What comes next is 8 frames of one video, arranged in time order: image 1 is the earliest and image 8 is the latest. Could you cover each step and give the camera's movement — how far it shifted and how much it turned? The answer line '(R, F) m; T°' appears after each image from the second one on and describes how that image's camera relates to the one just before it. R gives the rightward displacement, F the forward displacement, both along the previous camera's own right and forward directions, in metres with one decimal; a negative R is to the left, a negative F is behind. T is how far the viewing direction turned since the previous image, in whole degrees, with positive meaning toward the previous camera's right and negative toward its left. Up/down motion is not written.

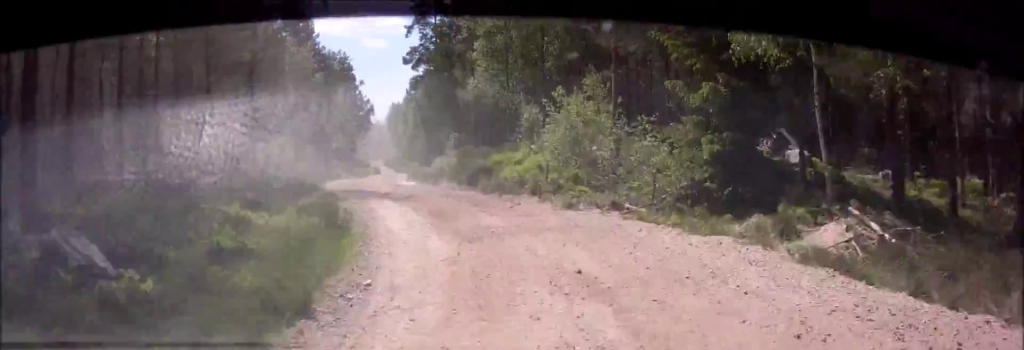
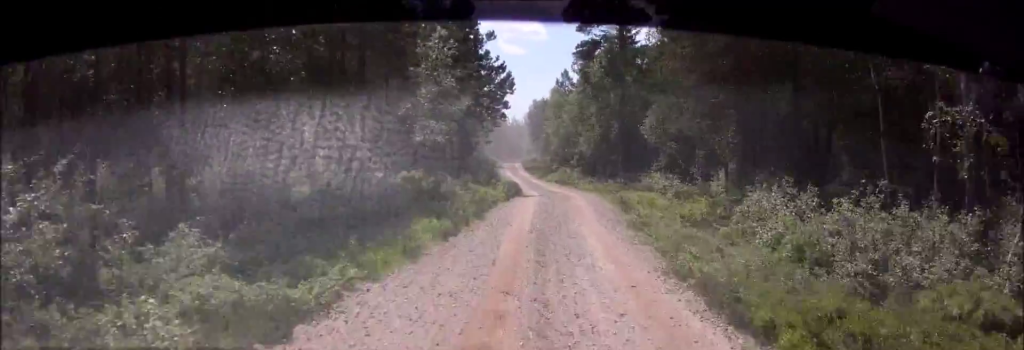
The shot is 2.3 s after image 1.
(-6.5, +39.5) m; -10°
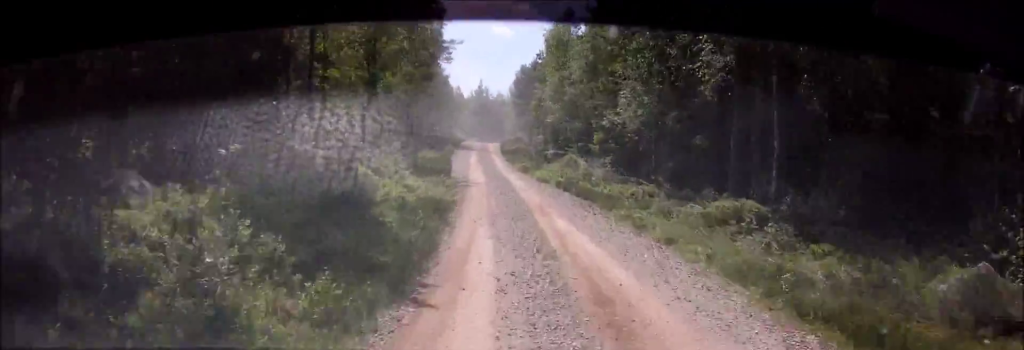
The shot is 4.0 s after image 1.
(+0.1, +37.5) m; -3°
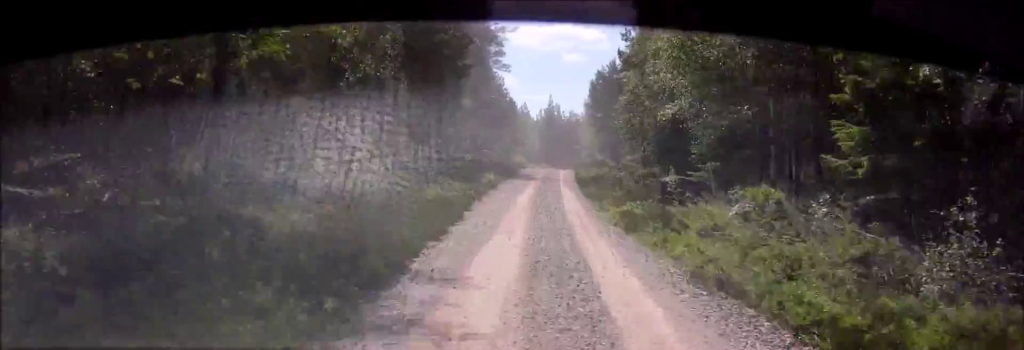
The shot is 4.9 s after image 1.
(-0.9, +23.0) m; -2°
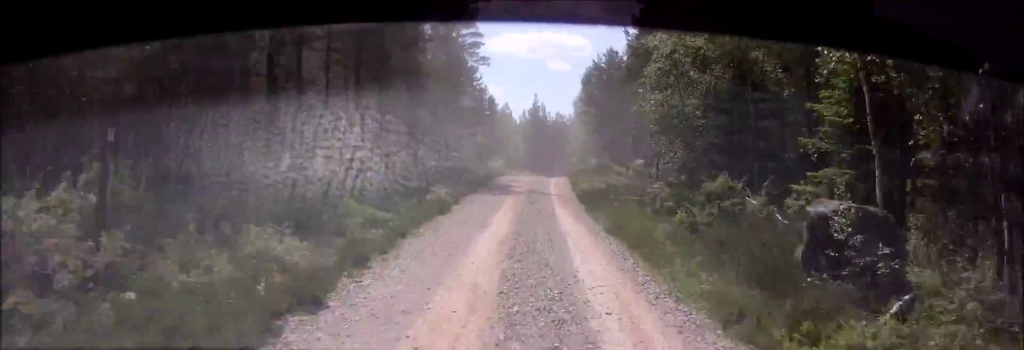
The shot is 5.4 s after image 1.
(+0.2, +14.4) m; +1°
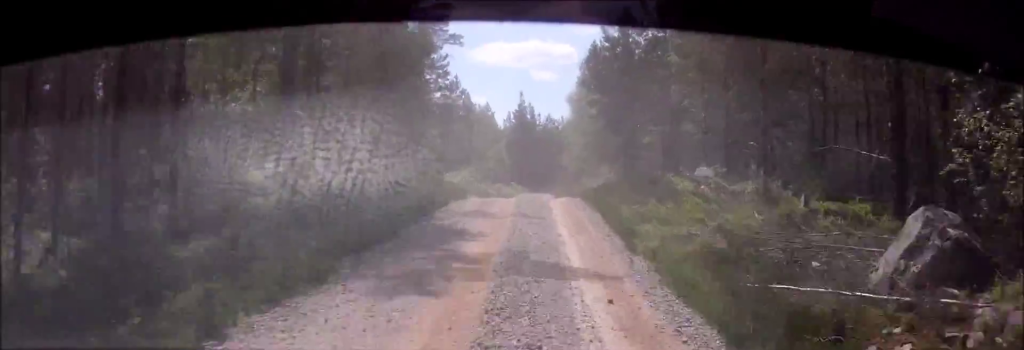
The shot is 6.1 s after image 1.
(+0.1, +18.6) m; +1°
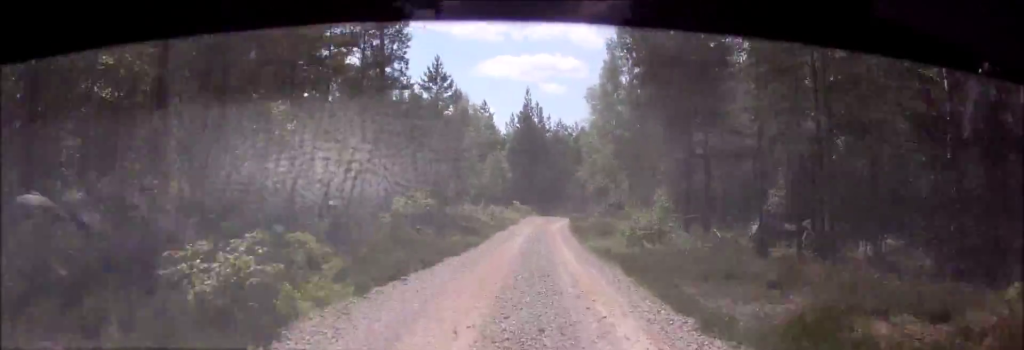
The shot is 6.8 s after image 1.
(0.0, +18.1) m; +1°
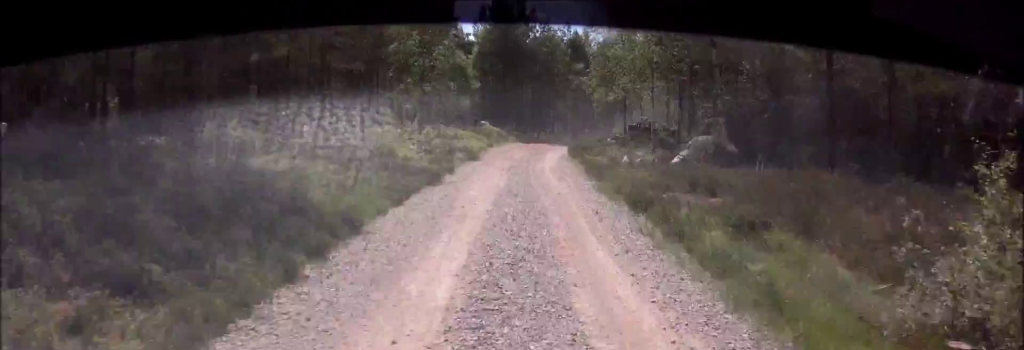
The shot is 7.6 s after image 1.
(+0.1, +20.1) m; +2°
